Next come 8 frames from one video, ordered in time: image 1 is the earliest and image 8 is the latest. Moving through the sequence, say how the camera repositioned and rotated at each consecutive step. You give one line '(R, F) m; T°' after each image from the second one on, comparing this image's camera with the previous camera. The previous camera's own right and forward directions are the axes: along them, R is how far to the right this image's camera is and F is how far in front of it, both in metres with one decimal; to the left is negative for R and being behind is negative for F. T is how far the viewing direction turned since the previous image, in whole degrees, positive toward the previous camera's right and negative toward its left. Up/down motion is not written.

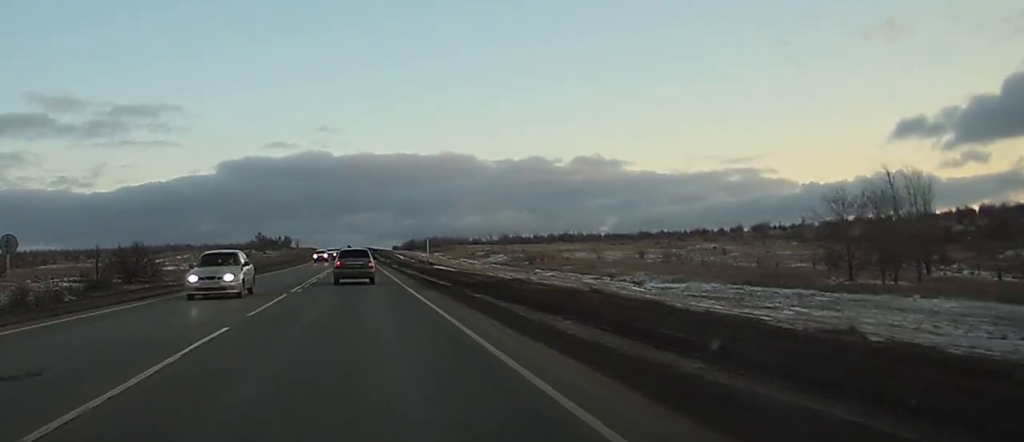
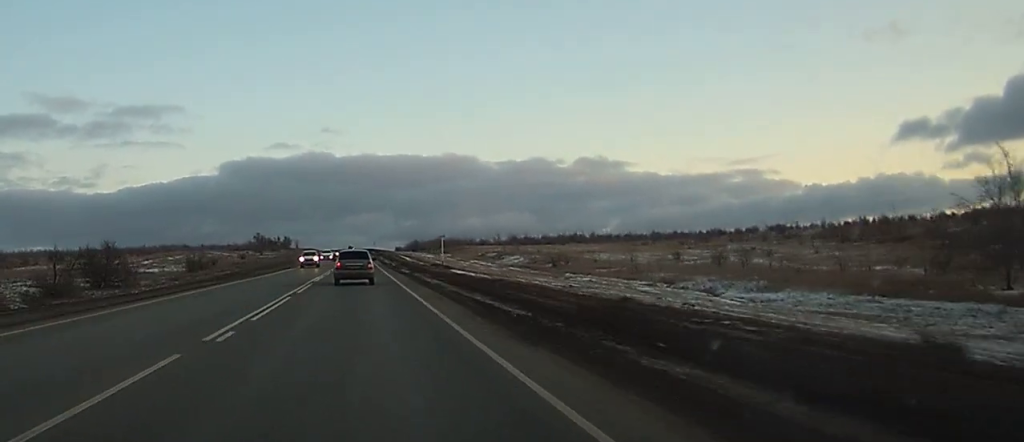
(0.0, +15.7) m; 0°
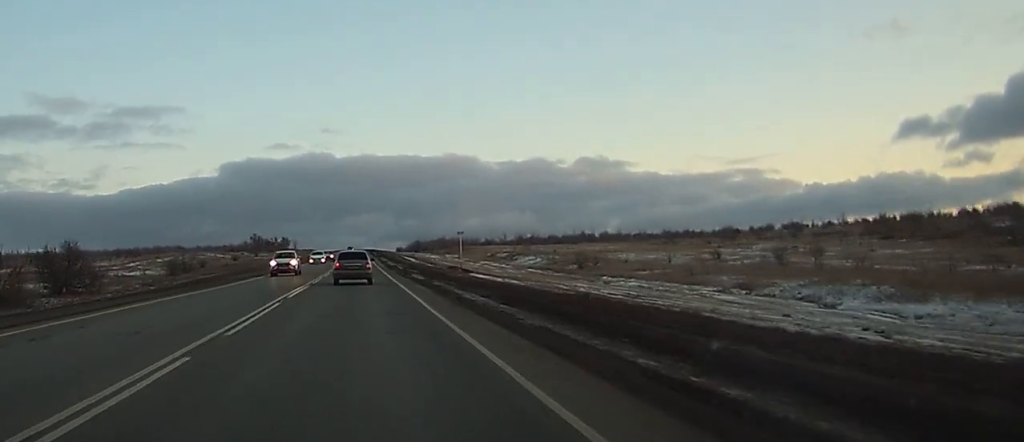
(-0.2, +14.9) m; 0°
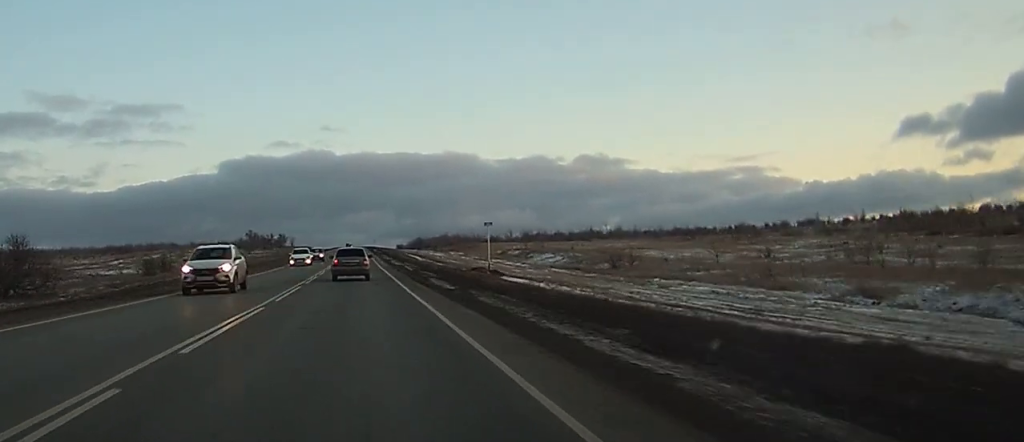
(+0.1, +14.9) m; 0°
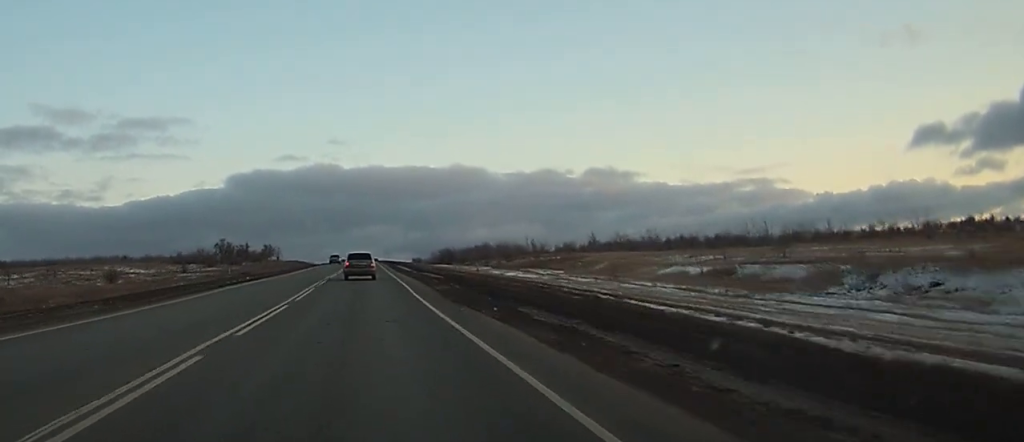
(-0.5, +104.3) m; -1°
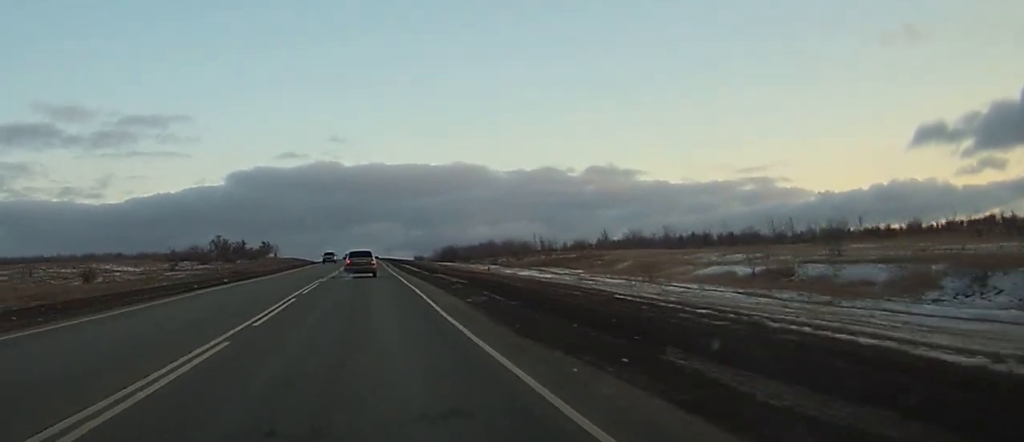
(0.0, +10.0) m; 0°
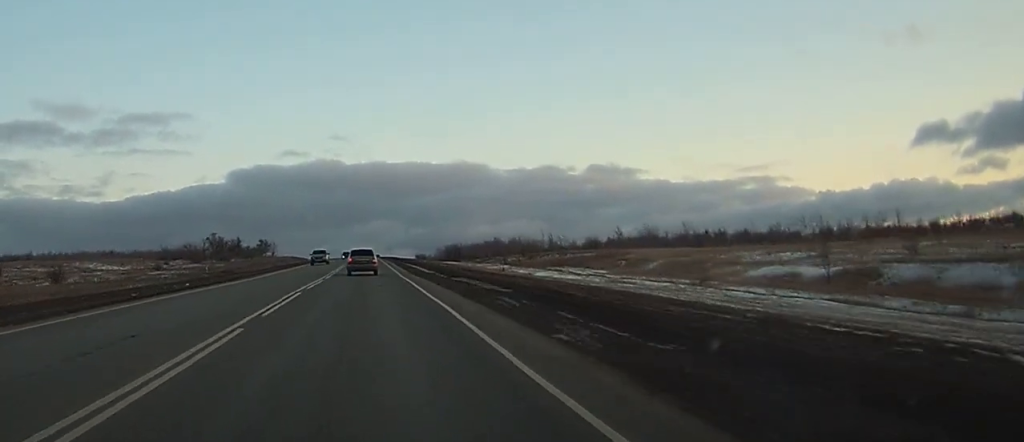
(0.0, +10.8) m; 0°
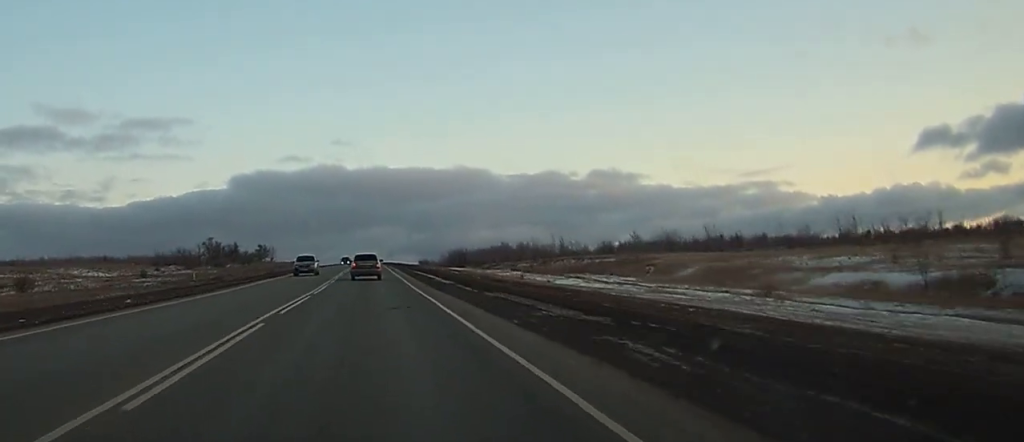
(0.0, +10.0) m; 0°
